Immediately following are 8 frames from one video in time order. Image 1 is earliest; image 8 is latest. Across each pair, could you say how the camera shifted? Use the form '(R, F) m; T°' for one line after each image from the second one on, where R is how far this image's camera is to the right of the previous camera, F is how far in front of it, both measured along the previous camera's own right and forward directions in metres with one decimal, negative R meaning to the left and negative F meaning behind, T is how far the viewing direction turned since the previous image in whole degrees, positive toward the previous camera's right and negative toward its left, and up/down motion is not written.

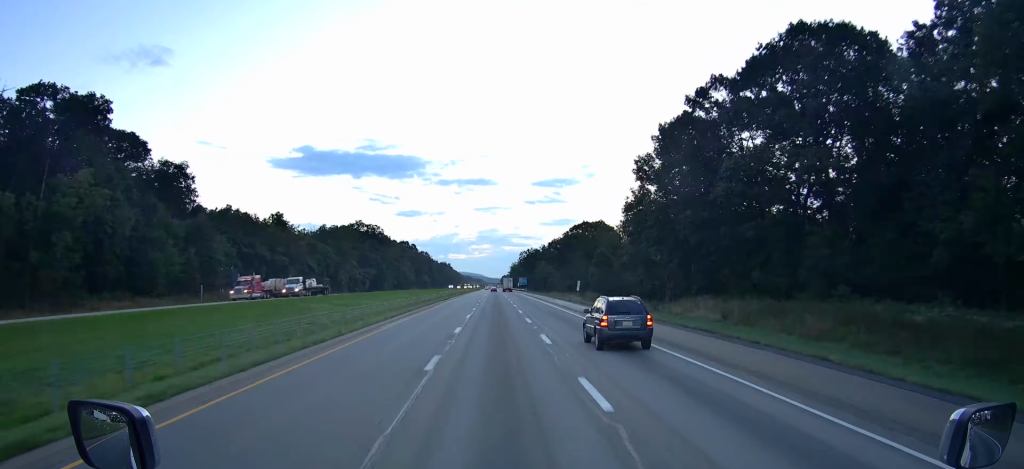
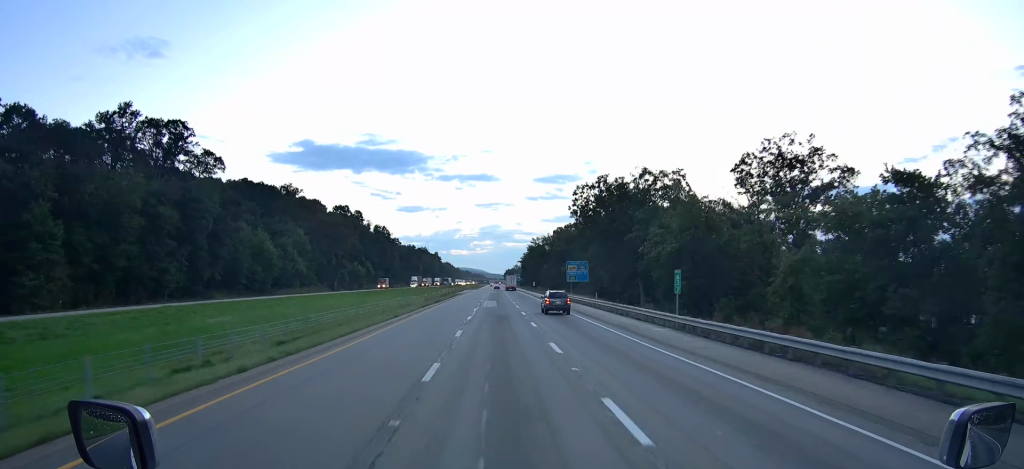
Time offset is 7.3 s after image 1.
(-1.2, +209.1) m; 0°
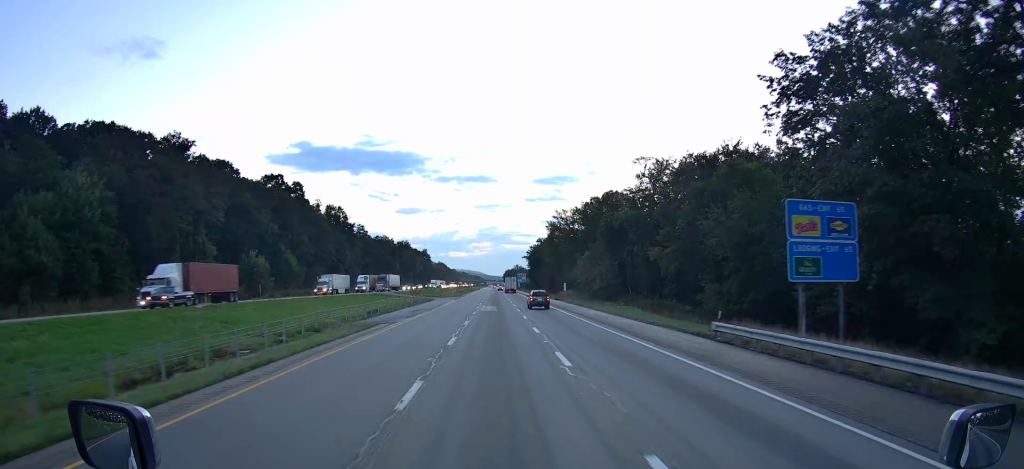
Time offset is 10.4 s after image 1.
(+0.1, +88.8) m; 0°
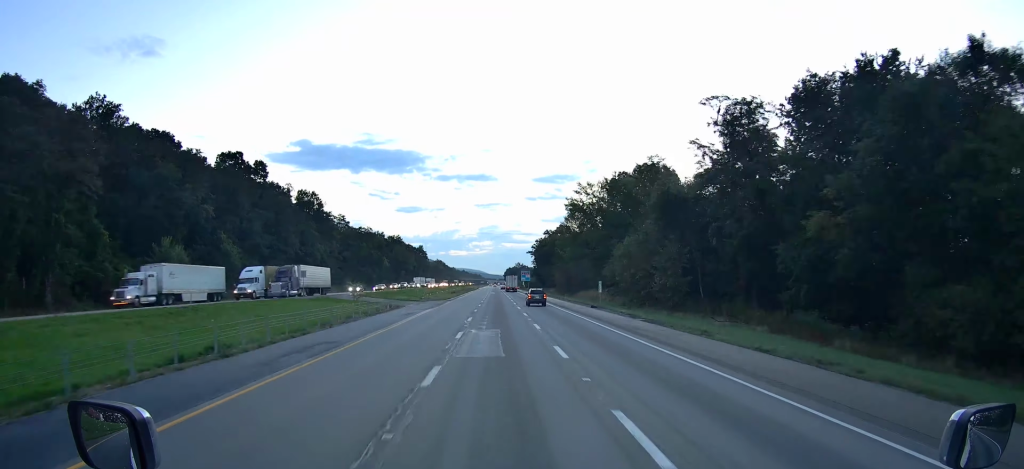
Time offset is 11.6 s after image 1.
(0.0, +34.4) m; 0°
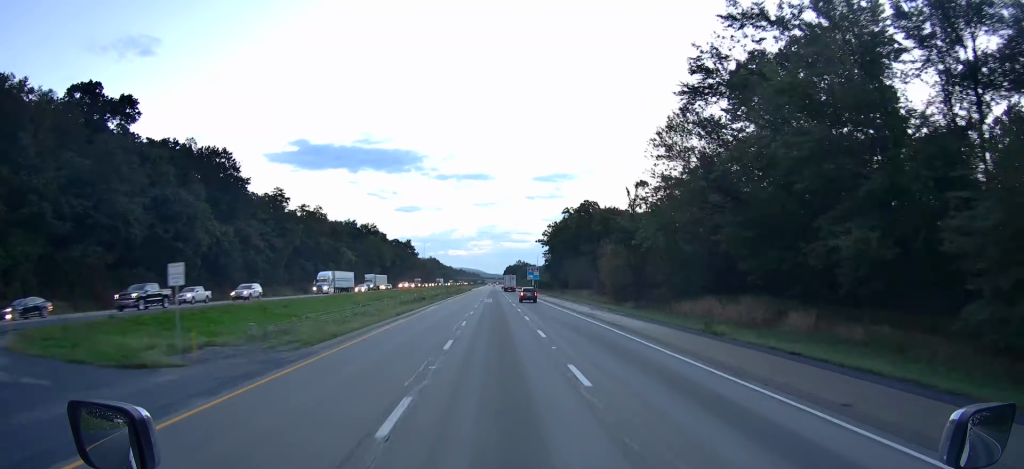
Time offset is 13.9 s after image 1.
(0.0, +65.9) m; 0°
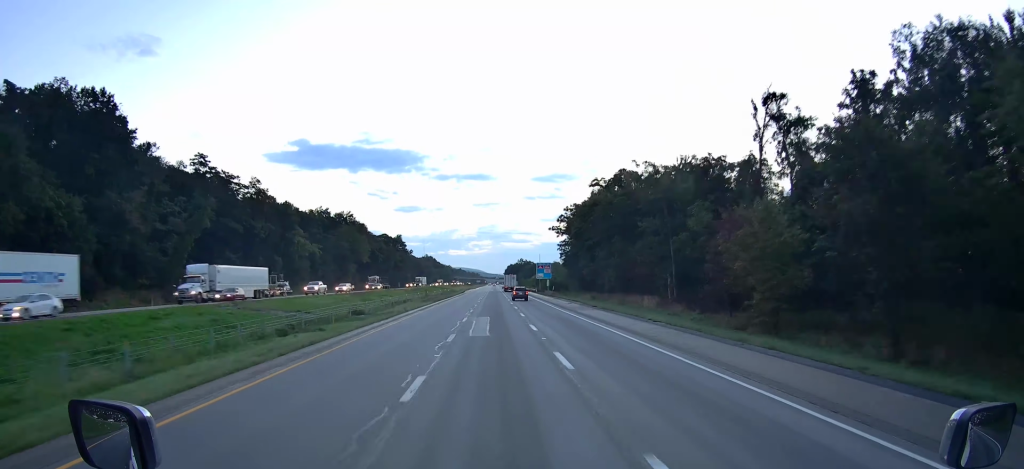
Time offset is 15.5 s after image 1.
(+0.1, +45.8) m; 0°
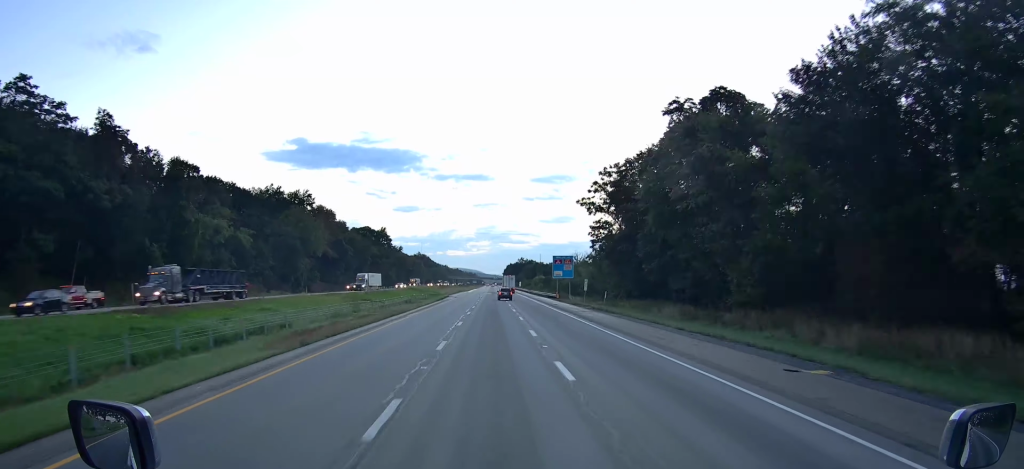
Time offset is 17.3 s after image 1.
(-0.4, +51.6) m; 0°
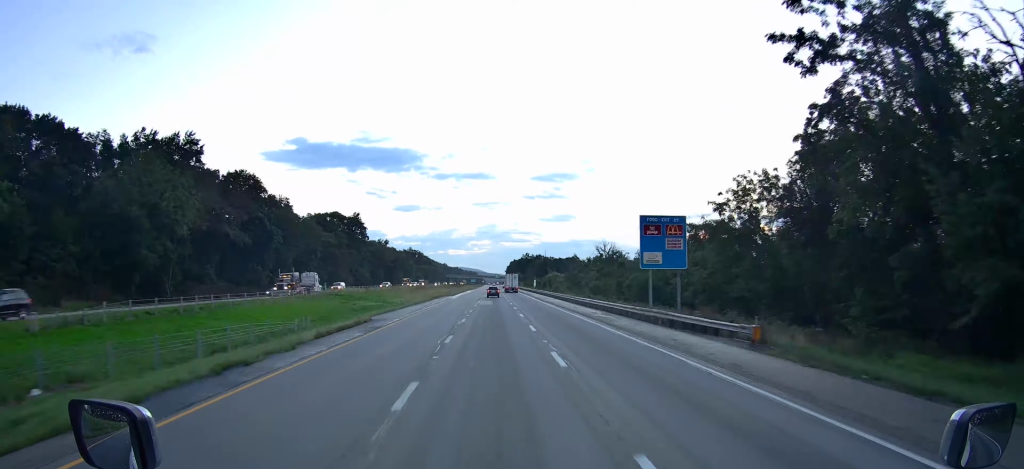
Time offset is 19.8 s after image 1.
(+0.1, +71.6) m; 0°
